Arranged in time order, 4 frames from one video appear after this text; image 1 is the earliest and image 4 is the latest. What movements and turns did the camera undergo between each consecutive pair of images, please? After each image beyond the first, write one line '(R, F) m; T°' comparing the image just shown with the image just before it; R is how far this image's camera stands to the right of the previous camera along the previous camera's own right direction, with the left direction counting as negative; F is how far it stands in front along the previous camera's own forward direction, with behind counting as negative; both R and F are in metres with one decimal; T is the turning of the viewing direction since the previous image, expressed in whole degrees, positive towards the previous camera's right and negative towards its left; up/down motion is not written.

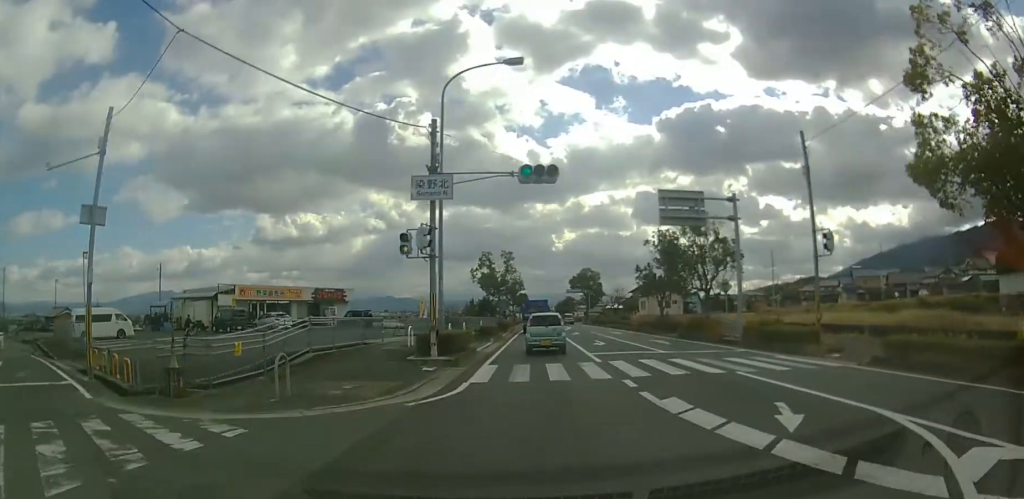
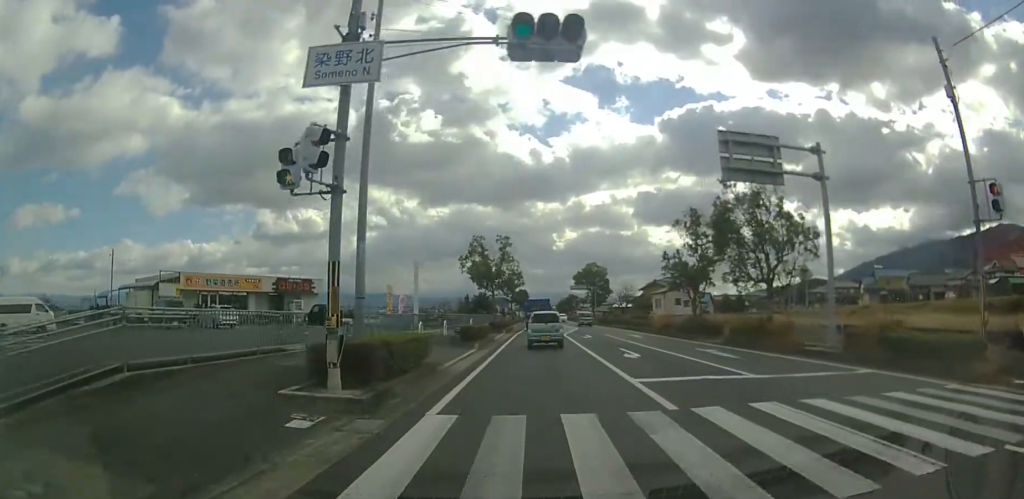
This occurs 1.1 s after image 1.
(-0.1, +8.3) m; 0°
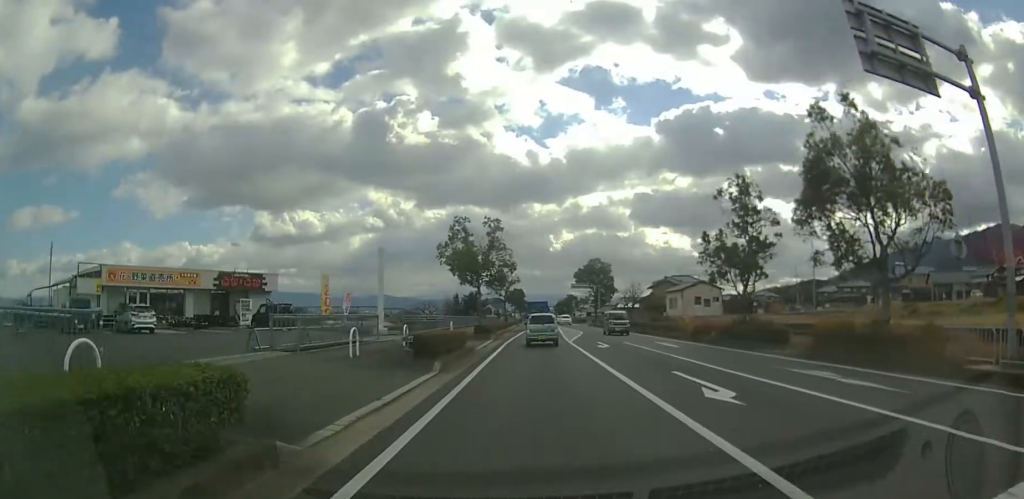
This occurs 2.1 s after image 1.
(+0.1, +8.3) m; +1°
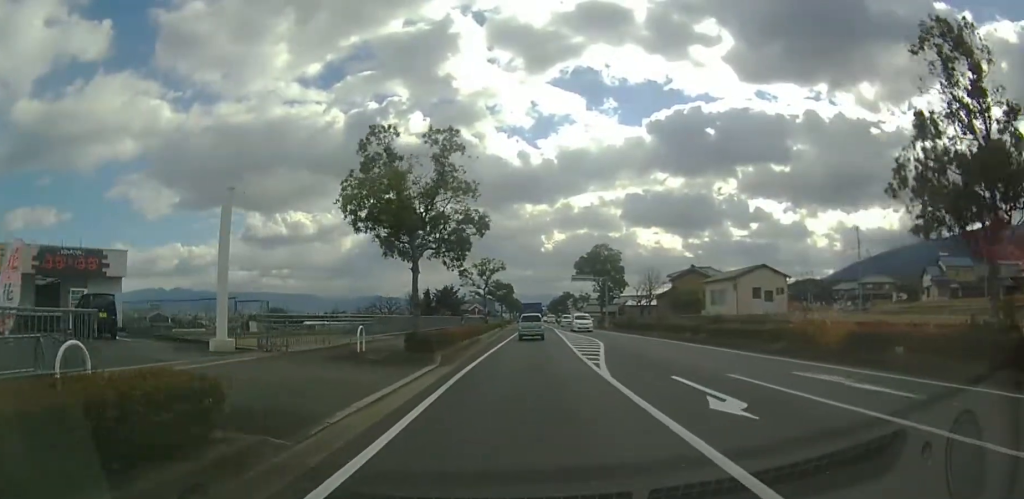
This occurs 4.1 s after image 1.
(+0.2, +16.1) m; +1°
